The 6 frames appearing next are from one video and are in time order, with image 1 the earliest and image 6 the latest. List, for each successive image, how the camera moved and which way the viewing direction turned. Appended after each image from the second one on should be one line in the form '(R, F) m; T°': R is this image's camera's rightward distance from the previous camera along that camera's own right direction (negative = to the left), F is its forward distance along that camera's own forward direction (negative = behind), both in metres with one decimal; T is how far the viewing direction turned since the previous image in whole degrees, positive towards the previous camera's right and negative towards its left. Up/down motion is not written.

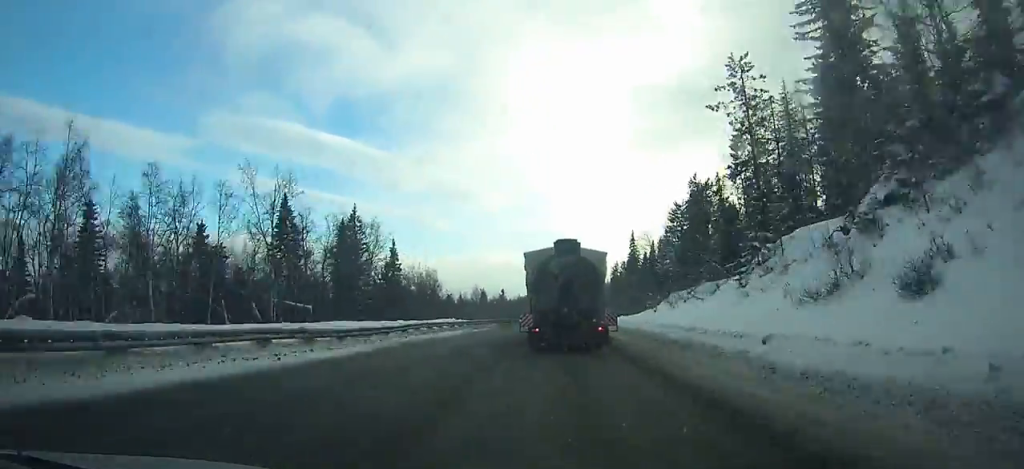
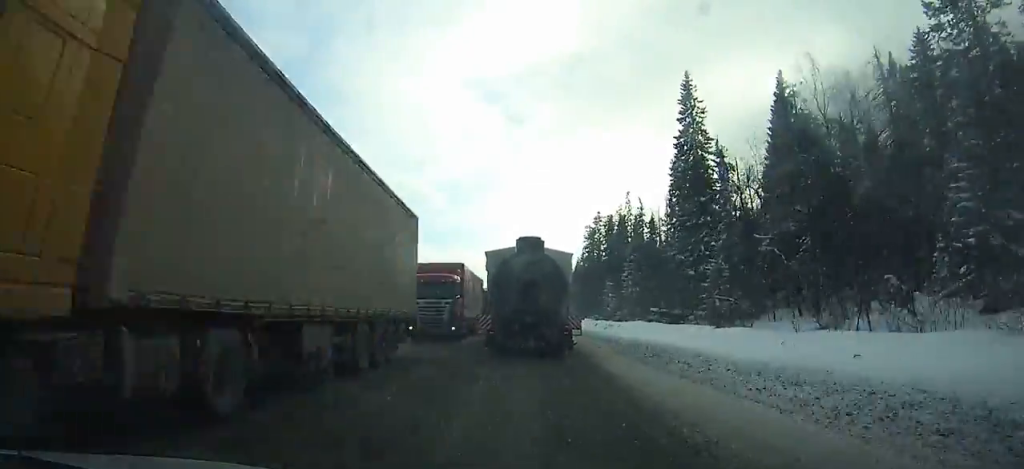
(+6.0, +115.4) m; +3°
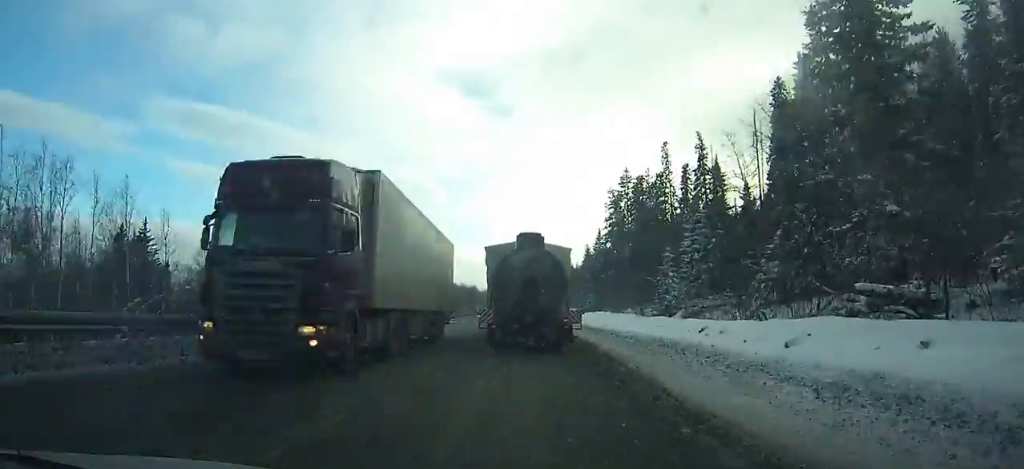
(+0.1, +32.5) m; 0°
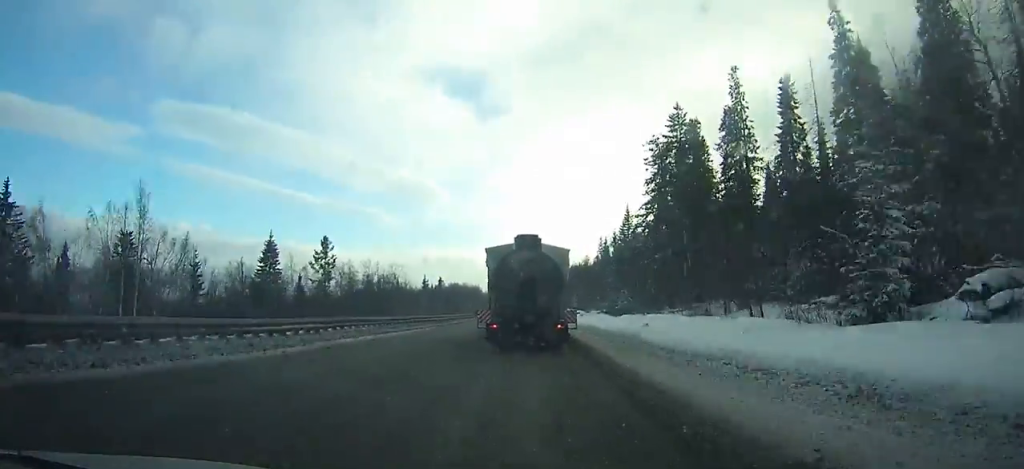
(0.0, +28.6) m; 0°
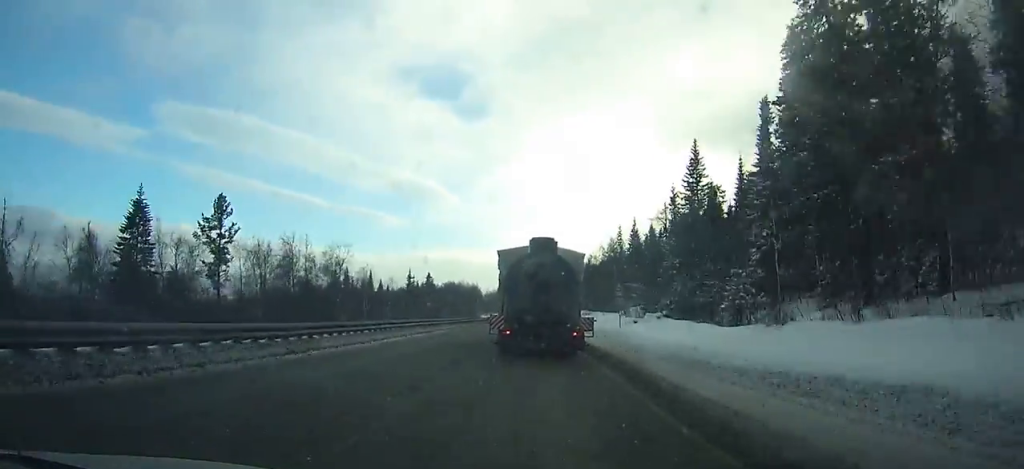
(-0.2, +38.1) m; 0°
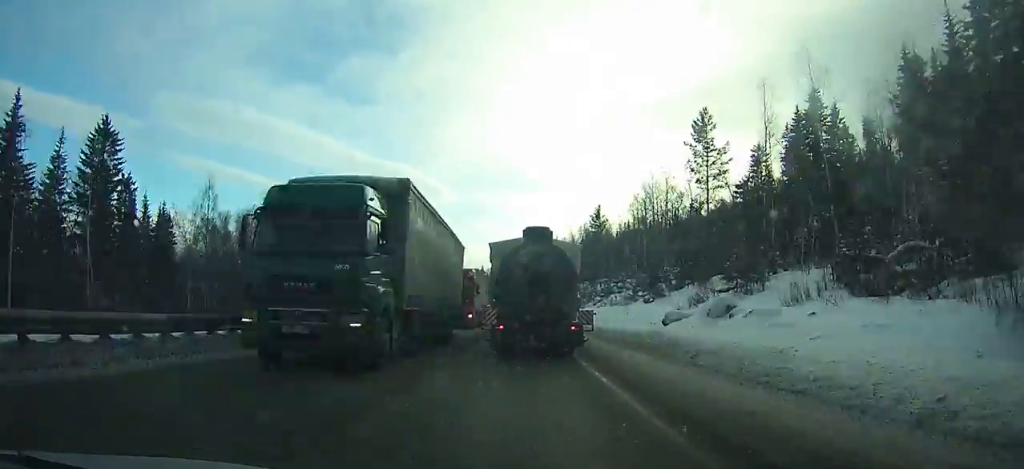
(-0.9, +165.6) m; -1°
